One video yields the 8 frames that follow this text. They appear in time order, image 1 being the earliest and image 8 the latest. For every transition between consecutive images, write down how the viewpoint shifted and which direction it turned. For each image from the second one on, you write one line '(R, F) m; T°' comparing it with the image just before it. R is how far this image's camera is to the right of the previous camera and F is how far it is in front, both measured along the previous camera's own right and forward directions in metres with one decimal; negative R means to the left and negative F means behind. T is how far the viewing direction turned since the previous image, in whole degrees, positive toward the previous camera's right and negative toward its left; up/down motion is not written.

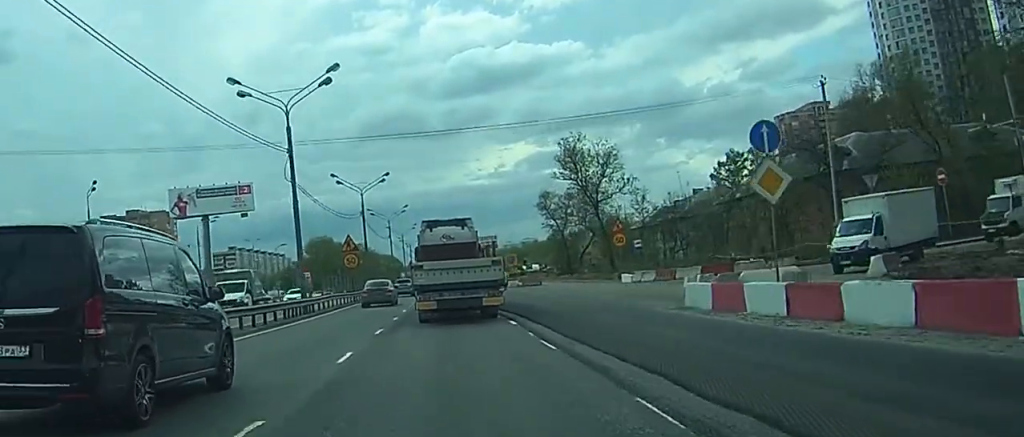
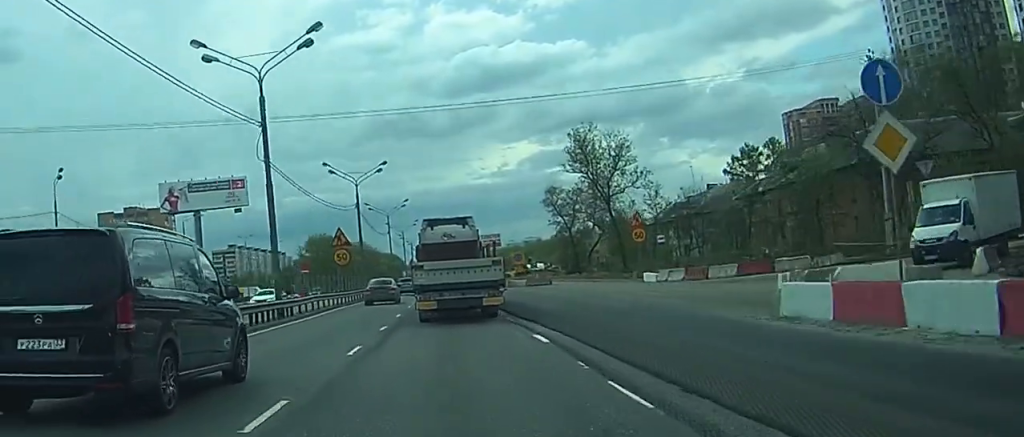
(0.0, +7.3) m; -1°
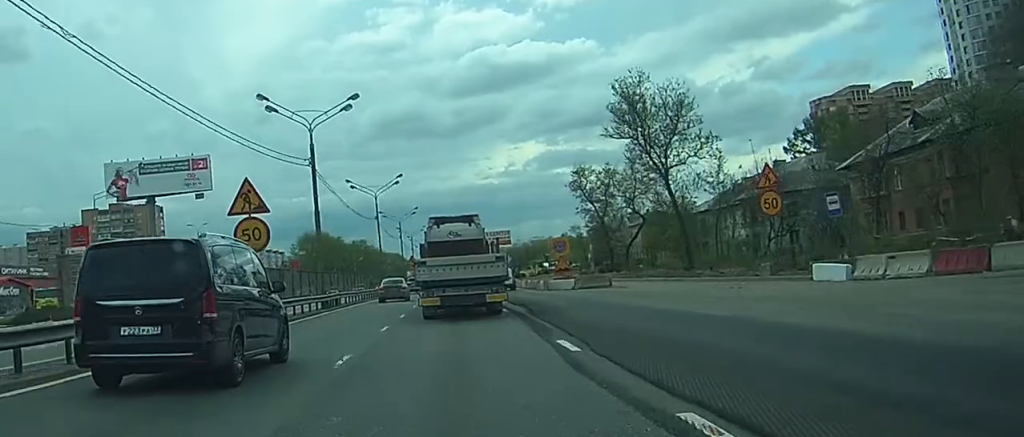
(-0.2, +29.1) m; +1°
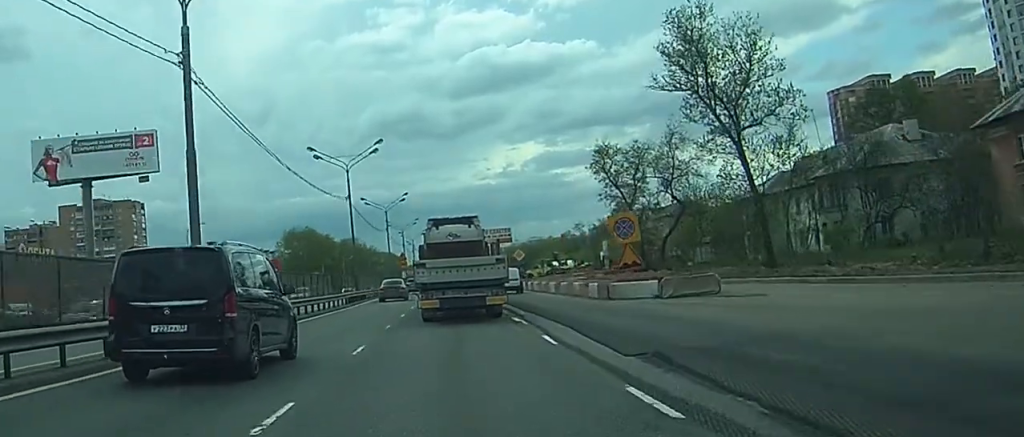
(+0.7, +23.6) m; +2°
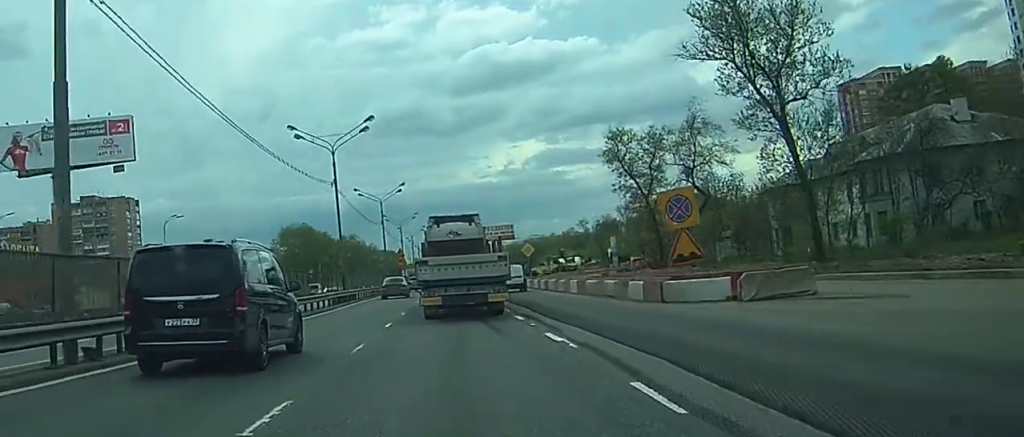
(0.0, +8.9) m; 0°
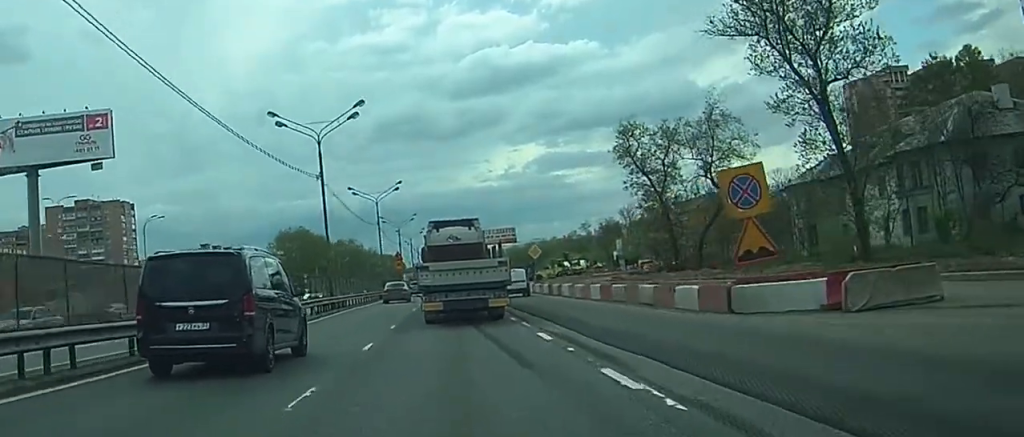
(0.0, +6.6) m; 0°
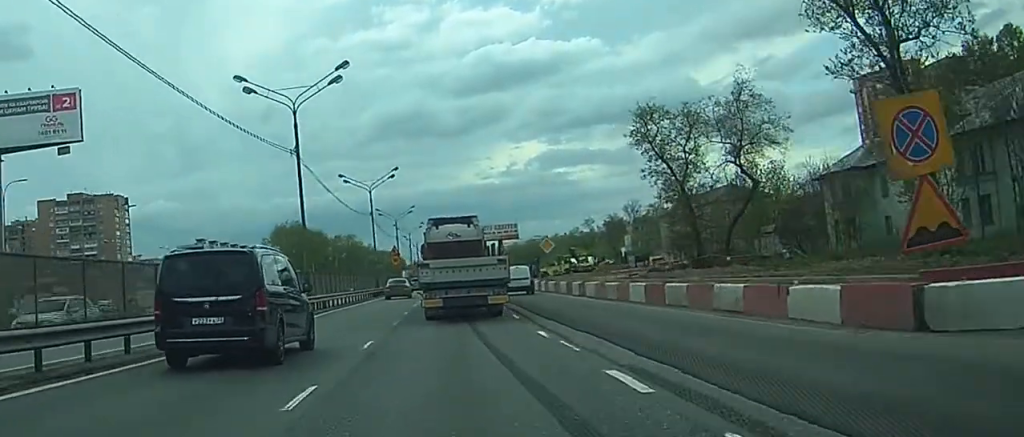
(0.0, +8.8) m; 0°
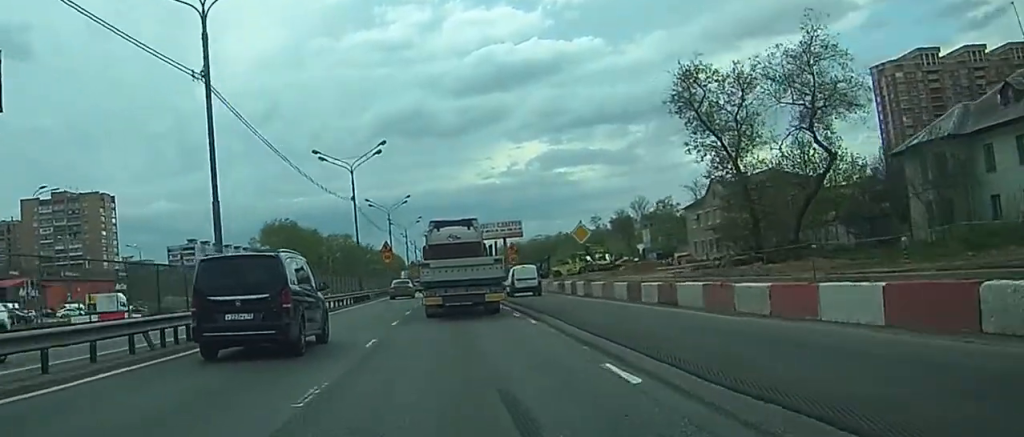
(-0.1, +16.6) m; -1°
